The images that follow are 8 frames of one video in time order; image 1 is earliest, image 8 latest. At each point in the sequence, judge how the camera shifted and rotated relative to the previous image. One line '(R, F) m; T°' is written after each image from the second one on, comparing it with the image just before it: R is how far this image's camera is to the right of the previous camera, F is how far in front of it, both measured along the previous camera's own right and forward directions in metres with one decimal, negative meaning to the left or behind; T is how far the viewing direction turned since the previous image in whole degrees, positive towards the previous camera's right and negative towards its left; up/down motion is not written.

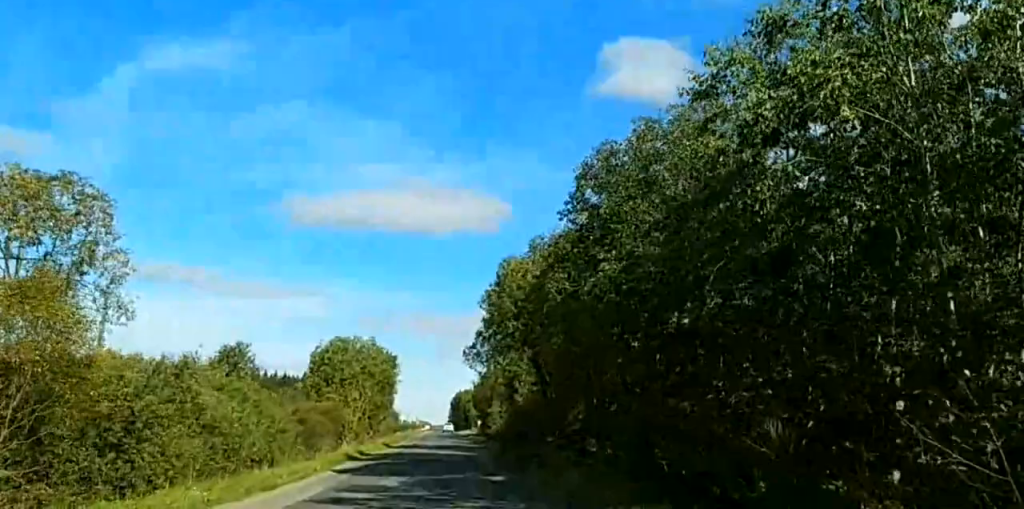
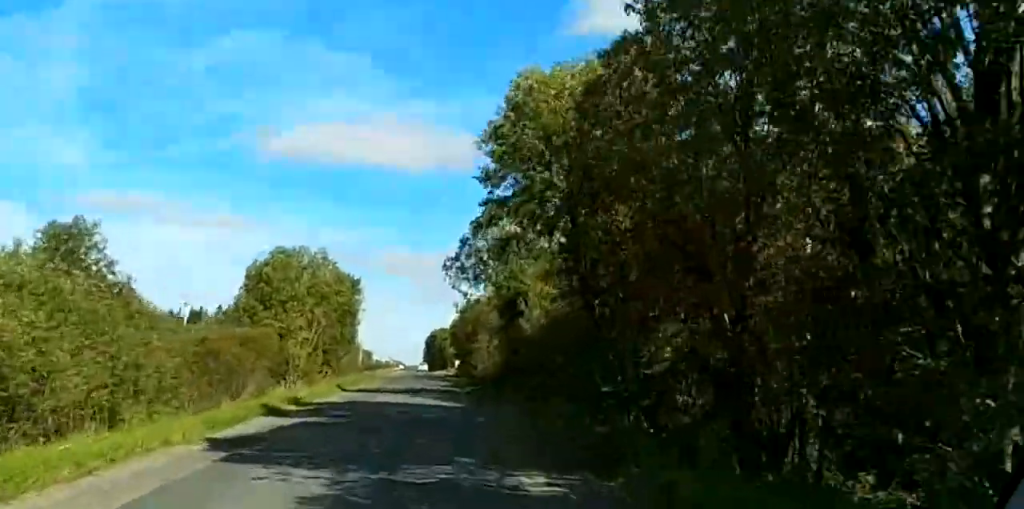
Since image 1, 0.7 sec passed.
(0.0, +17.8) m; 0°
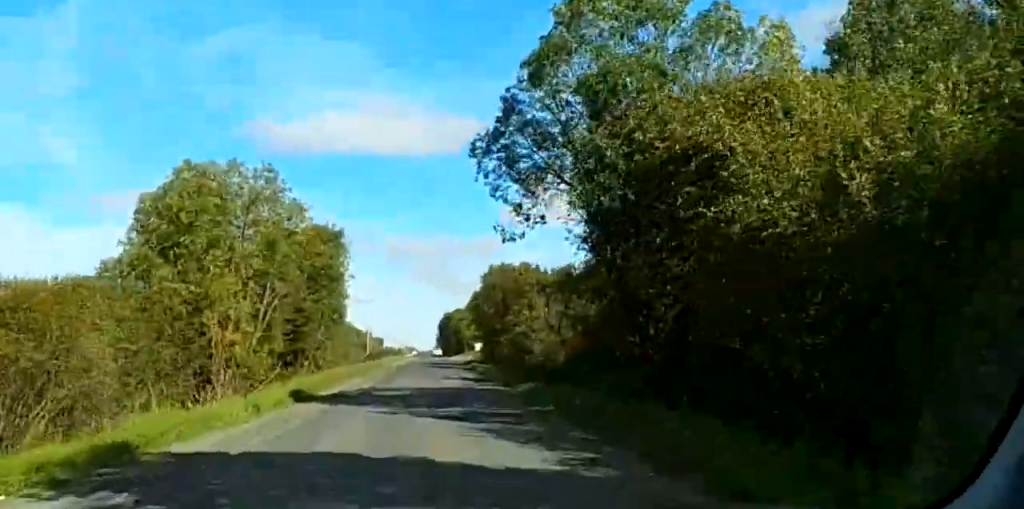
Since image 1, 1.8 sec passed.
(0.0, +25.6) m; 0°
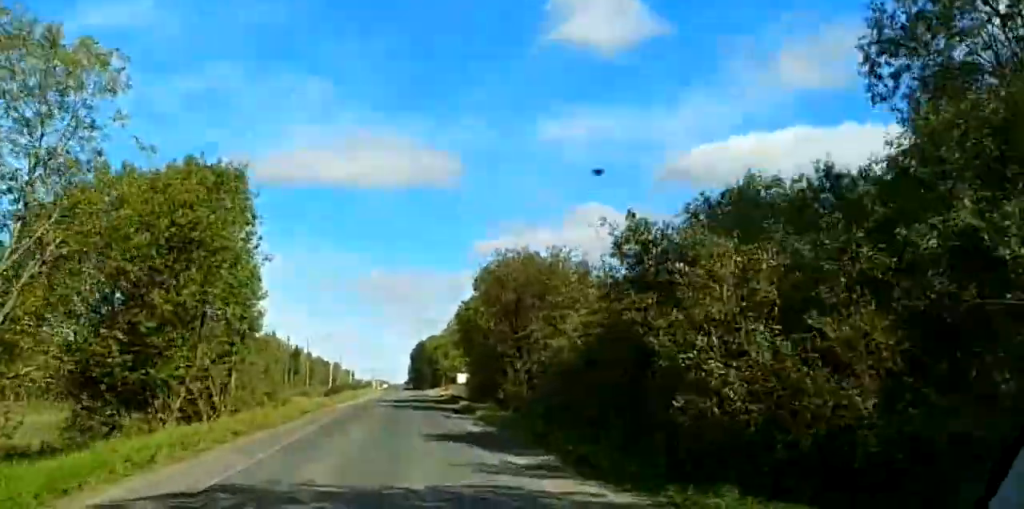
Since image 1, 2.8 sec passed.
(-0.1, +24.6) m; 0°
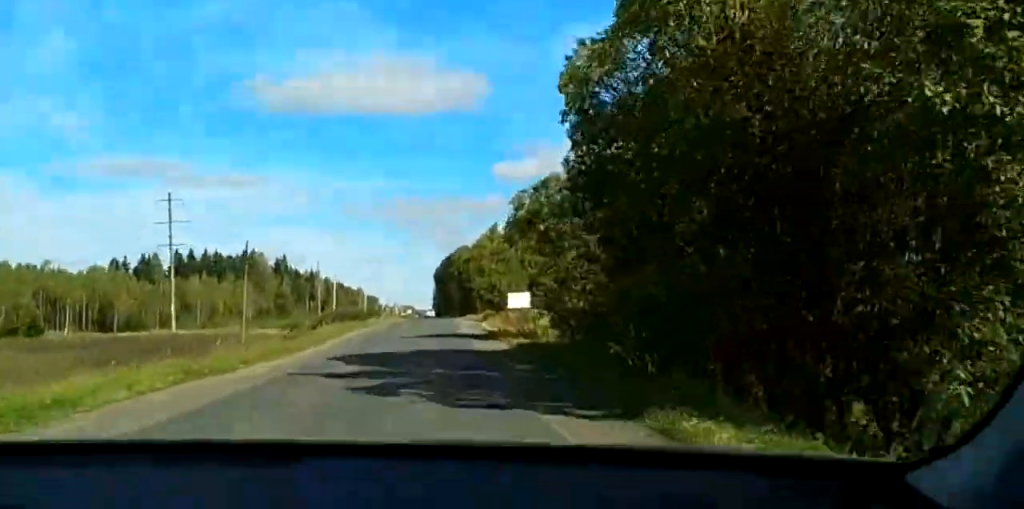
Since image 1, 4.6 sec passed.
(+0.2, +46.6) m; +2°
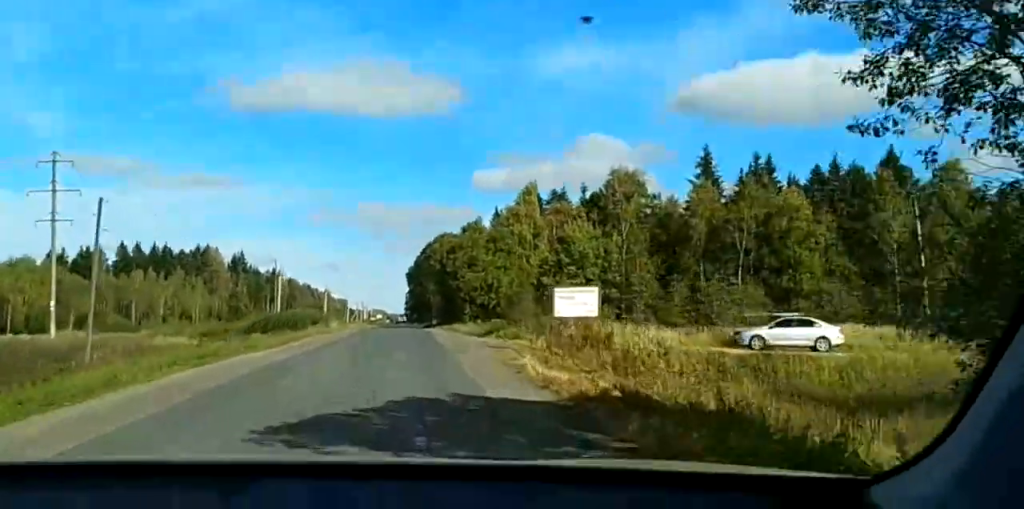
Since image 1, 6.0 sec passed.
(+0.7, +34.0) m; +1°
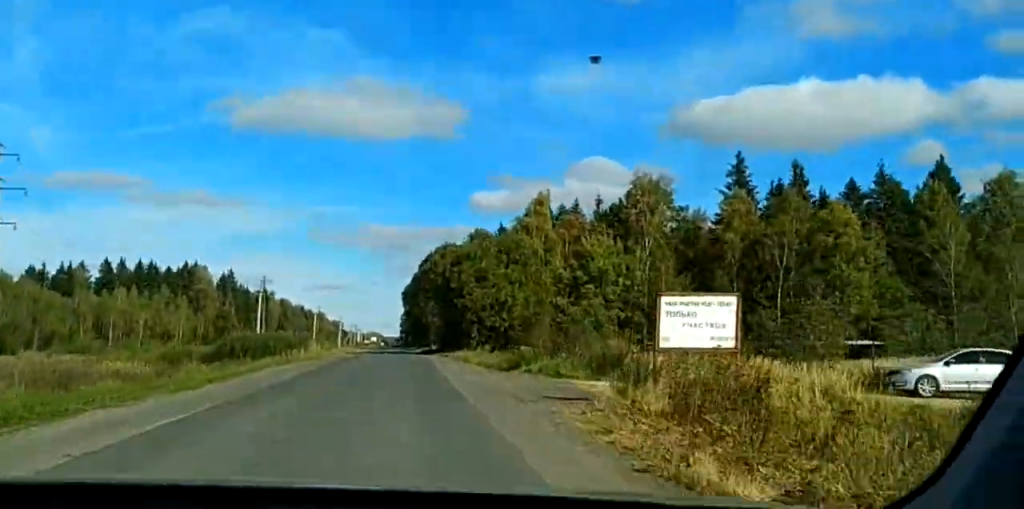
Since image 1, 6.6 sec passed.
(0.0, +14.9) m; 0°
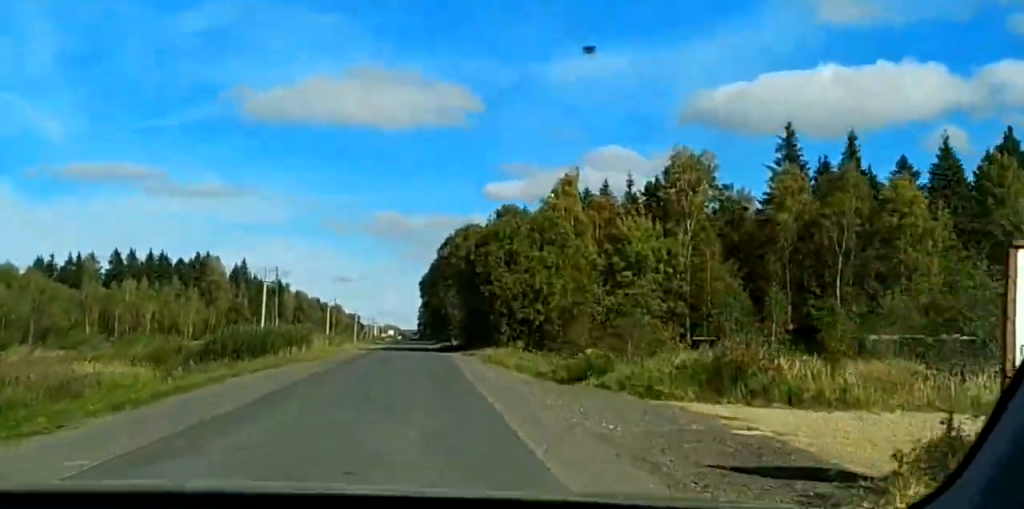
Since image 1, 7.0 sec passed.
(-0.1, +10.9) m; 0°
